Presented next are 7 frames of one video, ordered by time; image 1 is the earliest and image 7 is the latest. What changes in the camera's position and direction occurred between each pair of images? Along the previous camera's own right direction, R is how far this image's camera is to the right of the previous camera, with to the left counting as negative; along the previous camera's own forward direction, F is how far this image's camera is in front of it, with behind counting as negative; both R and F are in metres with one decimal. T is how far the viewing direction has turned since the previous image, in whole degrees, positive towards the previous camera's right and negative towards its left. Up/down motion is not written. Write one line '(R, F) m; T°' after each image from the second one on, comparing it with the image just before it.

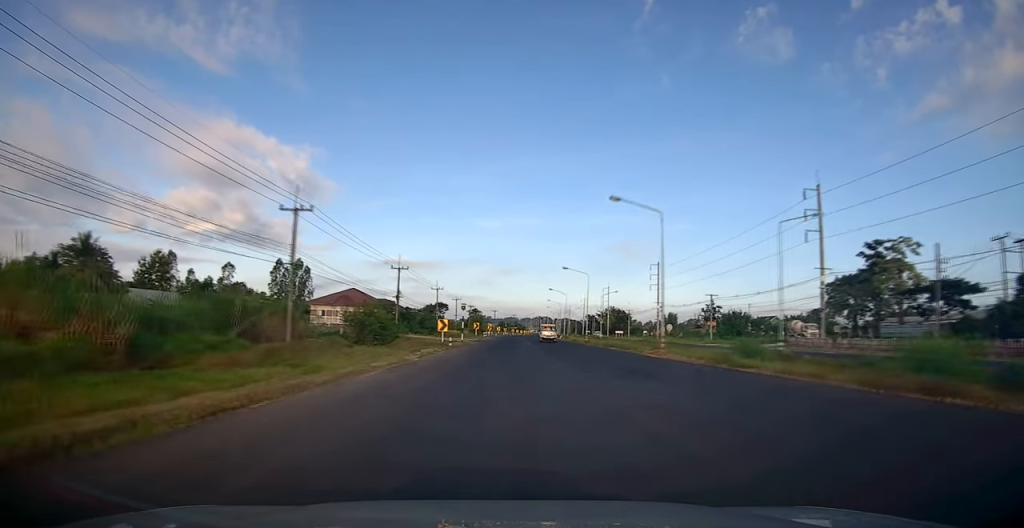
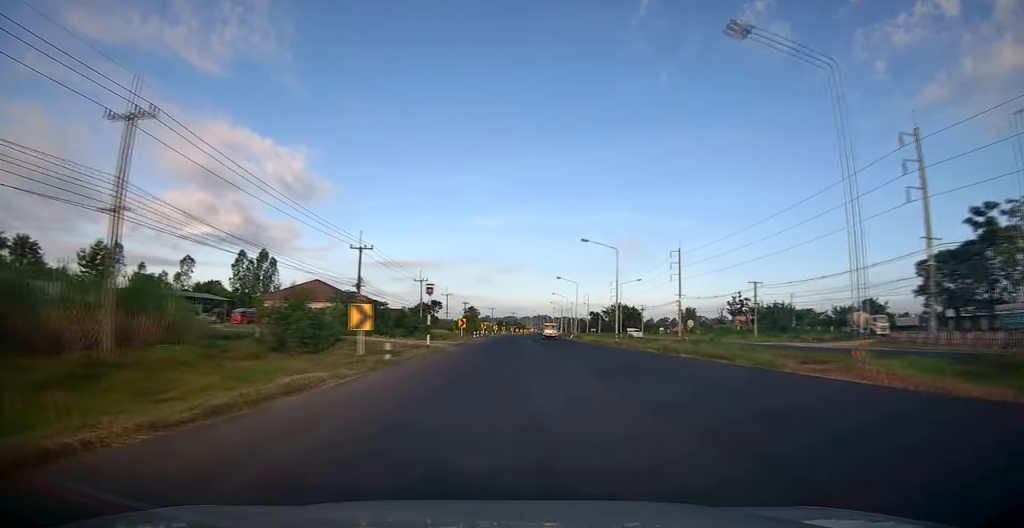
(0.0, +20.0) m; 0°
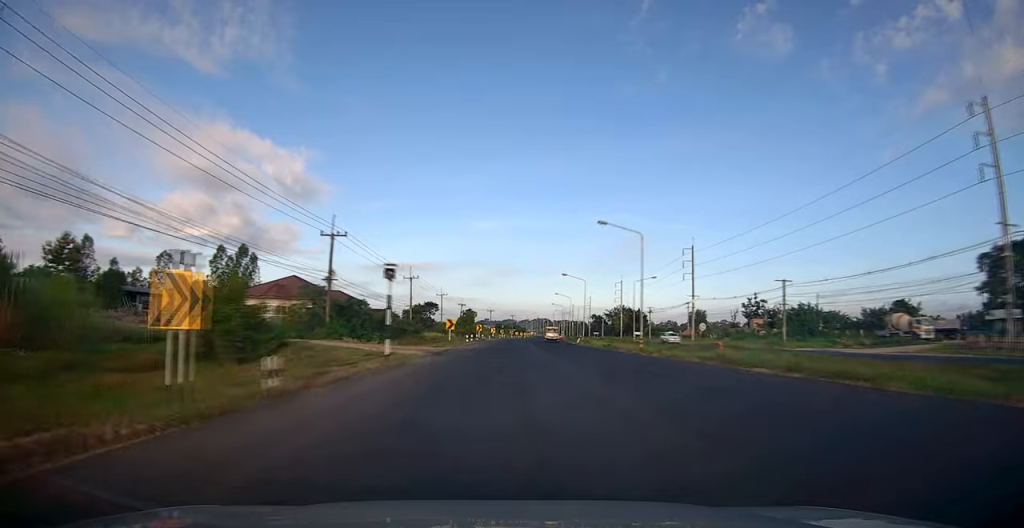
(0.0, +9.6) m; 0°
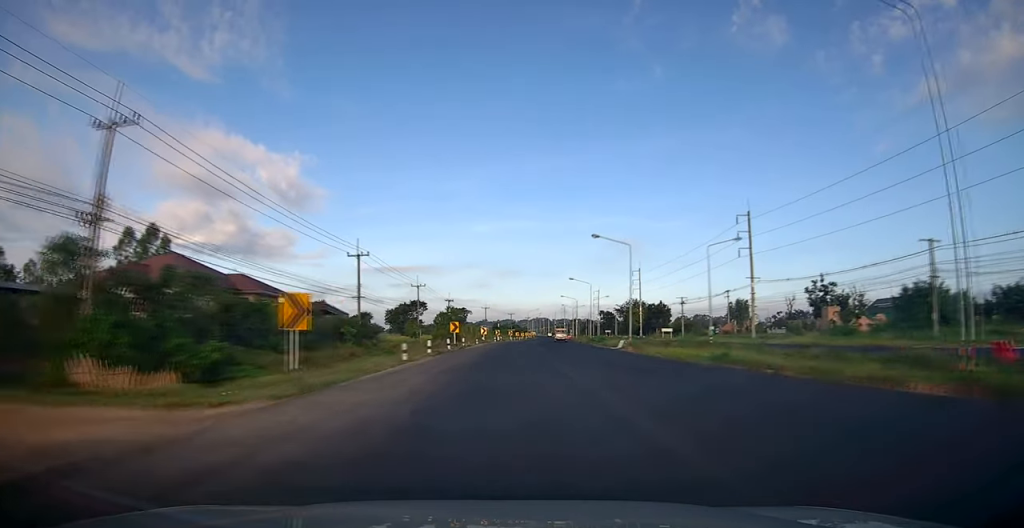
(-0.1, +30.3) m; +1°
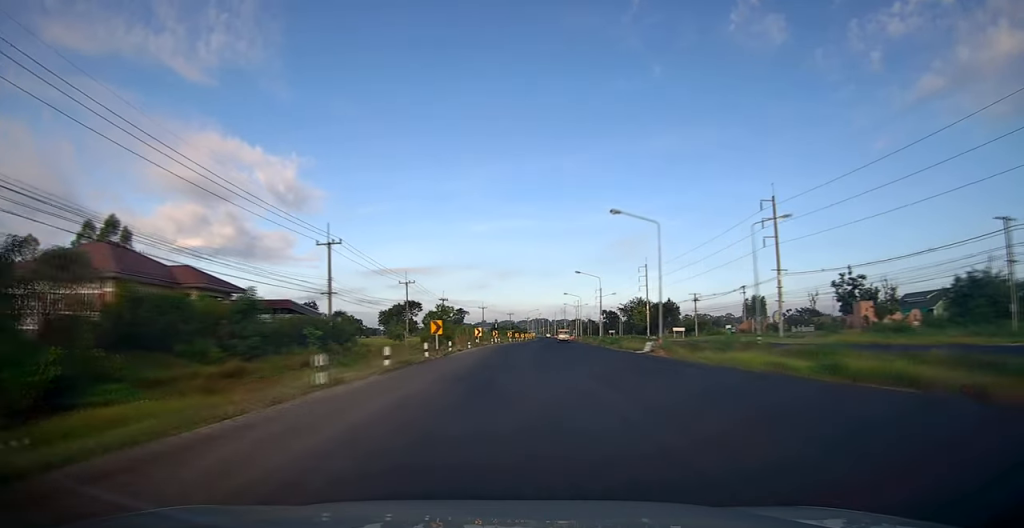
(+0.1, +9.5) m; 0°
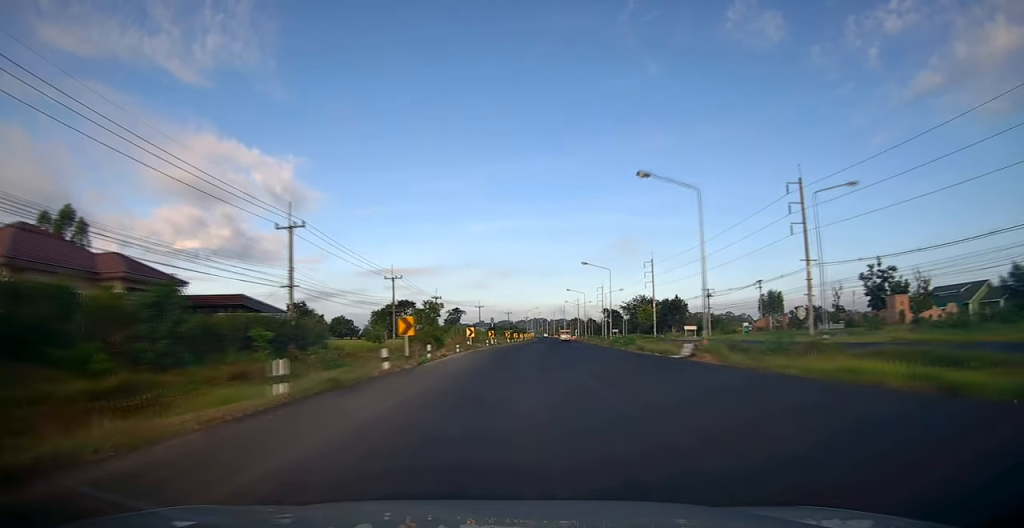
(+0.2, +8.8) m; 0°
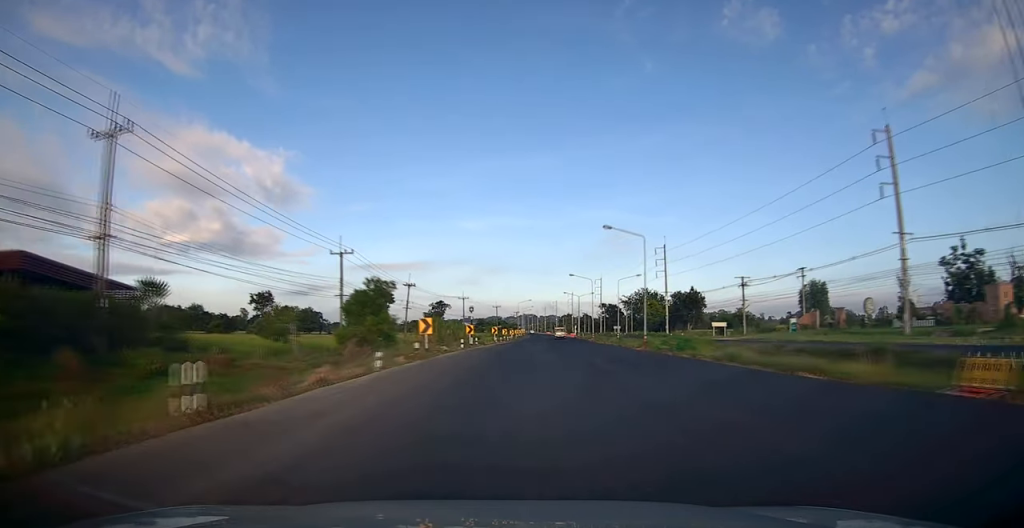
(-0.3, +20.5) m; 0°
